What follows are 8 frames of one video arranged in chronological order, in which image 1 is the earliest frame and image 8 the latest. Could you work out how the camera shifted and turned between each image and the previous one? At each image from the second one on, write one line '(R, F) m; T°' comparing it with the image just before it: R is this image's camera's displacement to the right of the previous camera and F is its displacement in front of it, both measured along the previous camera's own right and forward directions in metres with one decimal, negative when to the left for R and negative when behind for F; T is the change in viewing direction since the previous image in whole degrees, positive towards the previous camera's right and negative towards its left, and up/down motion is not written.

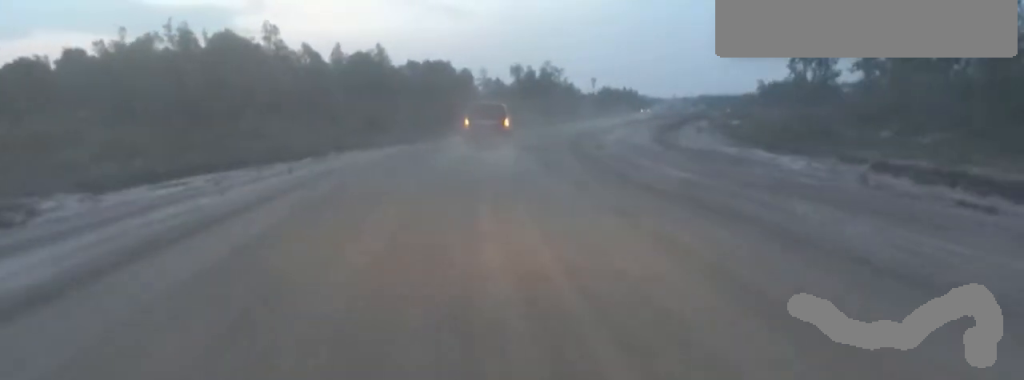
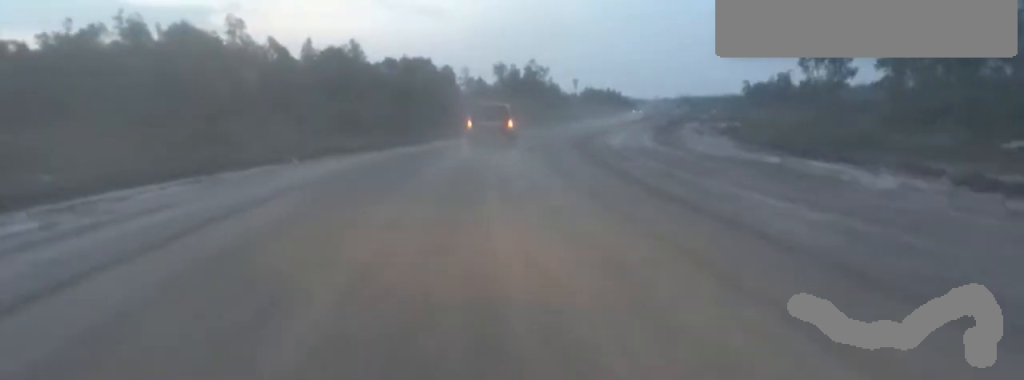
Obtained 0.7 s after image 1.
(+0.2, +6.3) m; +2°
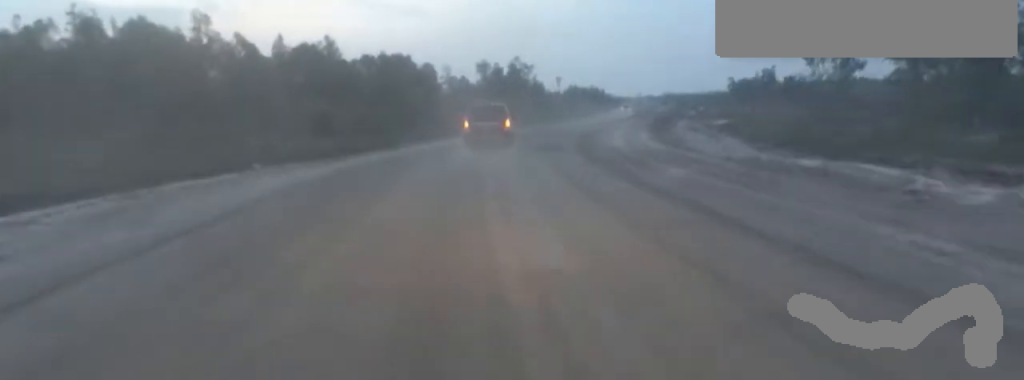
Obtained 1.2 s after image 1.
(0.0, +4.5) m; 0°
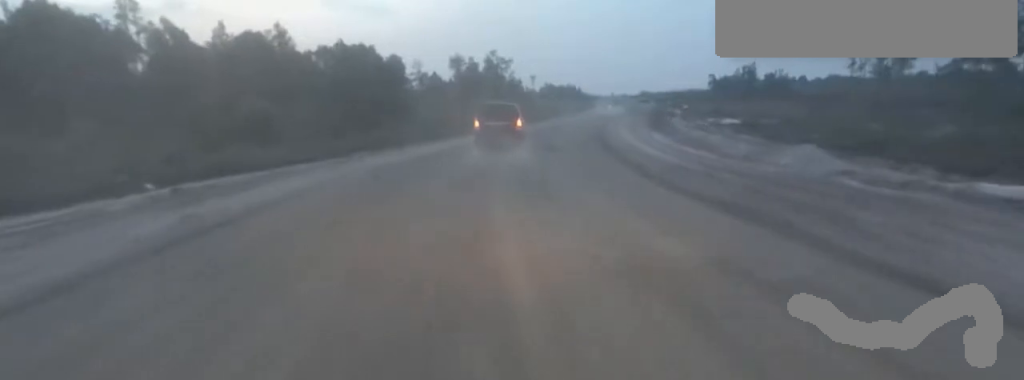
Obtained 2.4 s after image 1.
(0.0, +10.6) m; 0°
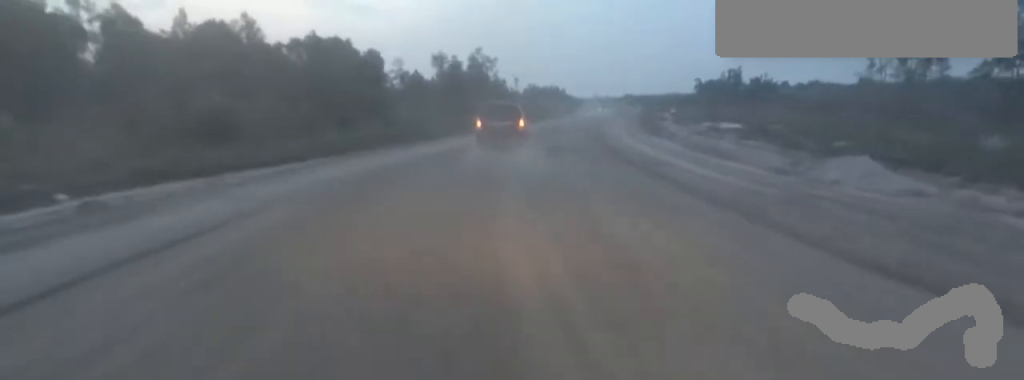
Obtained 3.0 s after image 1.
(0.0, +4.9) m; +3°
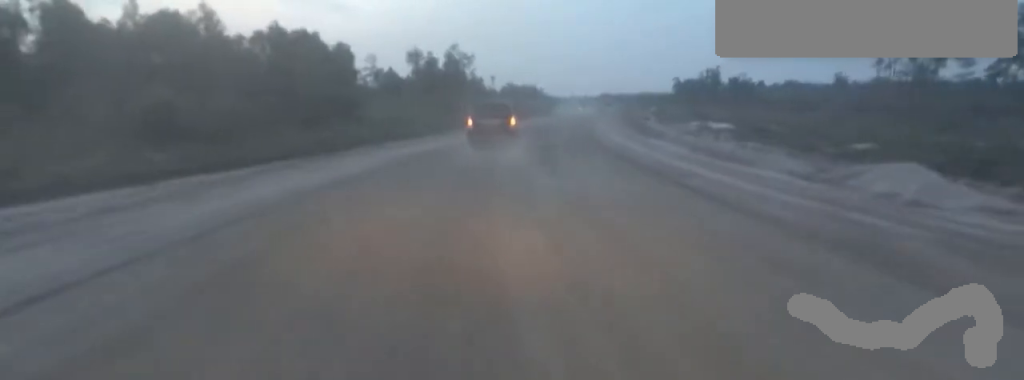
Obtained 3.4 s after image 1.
(-0.1, +4.0) m; +3°
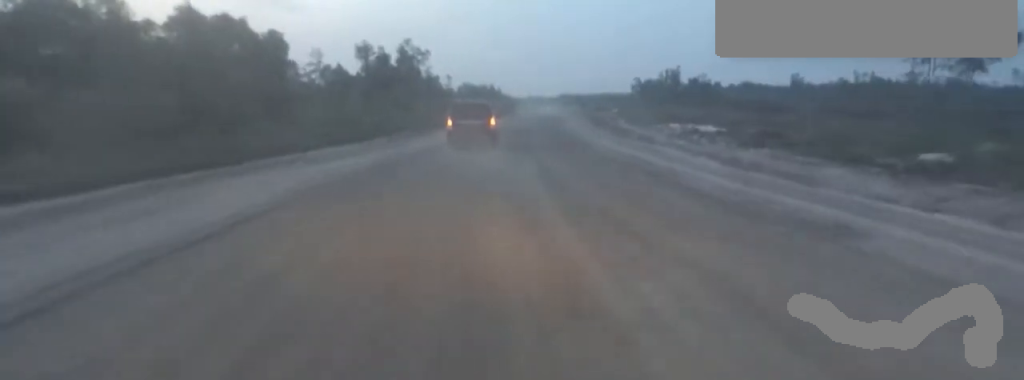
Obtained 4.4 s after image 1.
(+0.8, +8.4) m; +6°
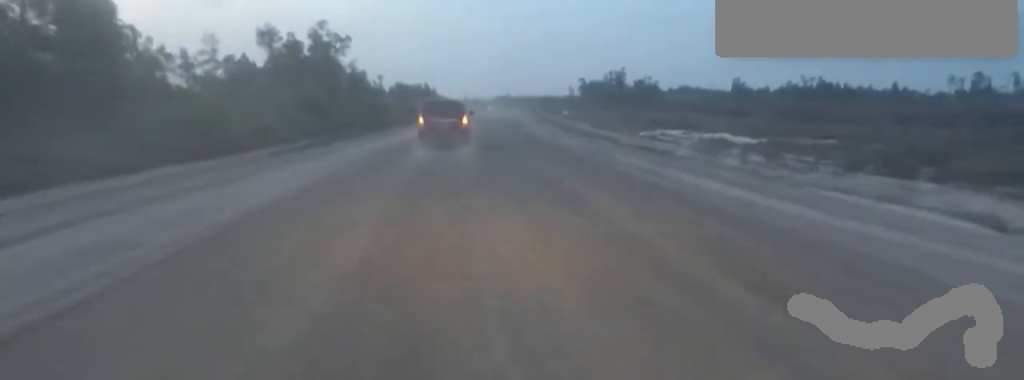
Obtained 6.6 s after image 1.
(+0.4, +18.6) m; +1°
